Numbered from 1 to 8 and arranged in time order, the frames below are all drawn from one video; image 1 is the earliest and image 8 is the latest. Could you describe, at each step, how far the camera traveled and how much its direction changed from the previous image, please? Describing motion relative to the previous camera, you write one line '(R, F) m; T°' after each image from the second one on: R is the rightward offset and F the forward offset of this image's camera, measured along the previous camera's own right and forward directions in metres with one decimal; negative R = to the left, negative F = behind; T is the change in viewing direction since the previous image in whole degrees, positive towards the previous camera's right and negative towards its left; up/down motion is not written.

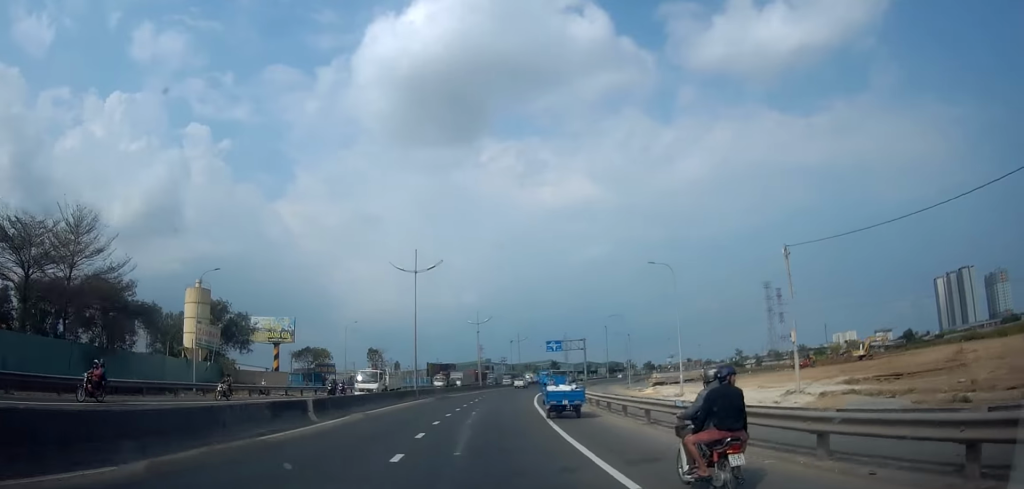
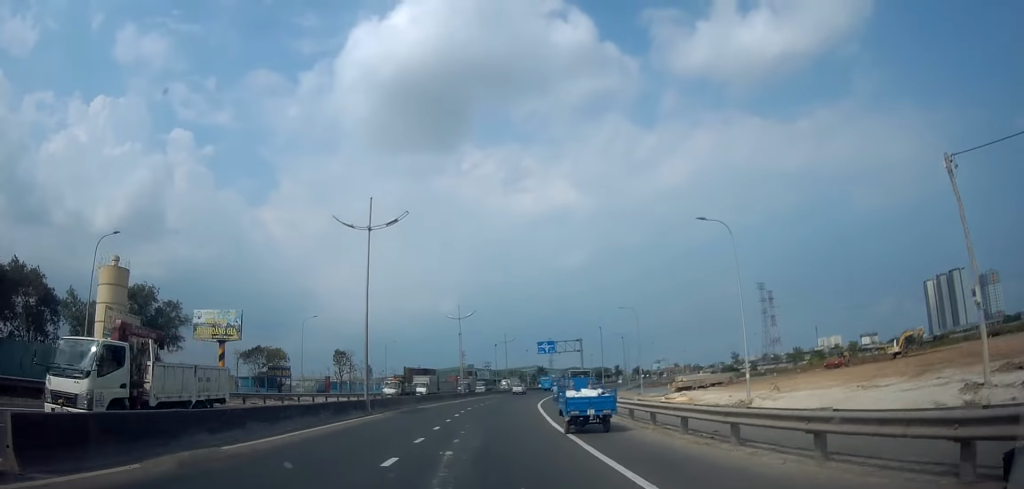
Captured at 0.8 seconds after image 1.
(+0.2, +12.2) m; +2°
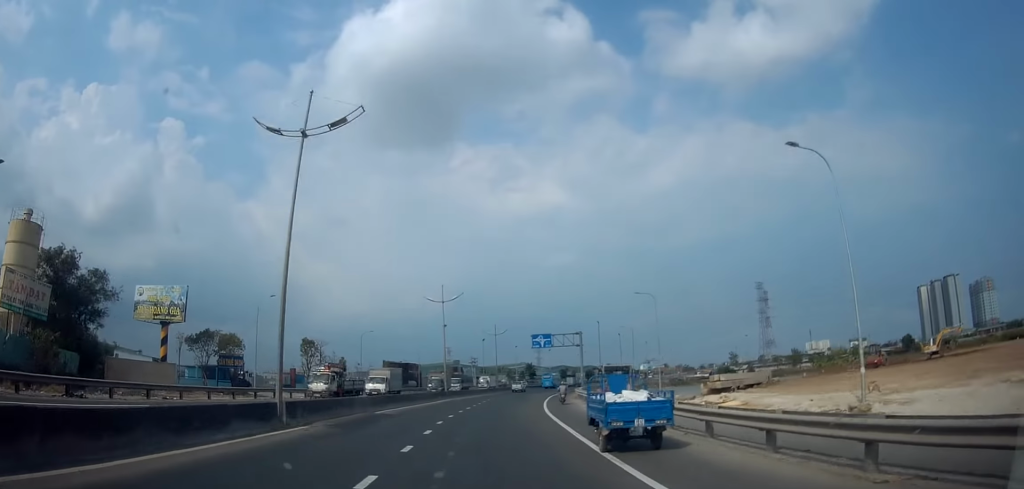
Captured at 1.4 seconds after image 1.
(+0.3, +10.0) m; +2°
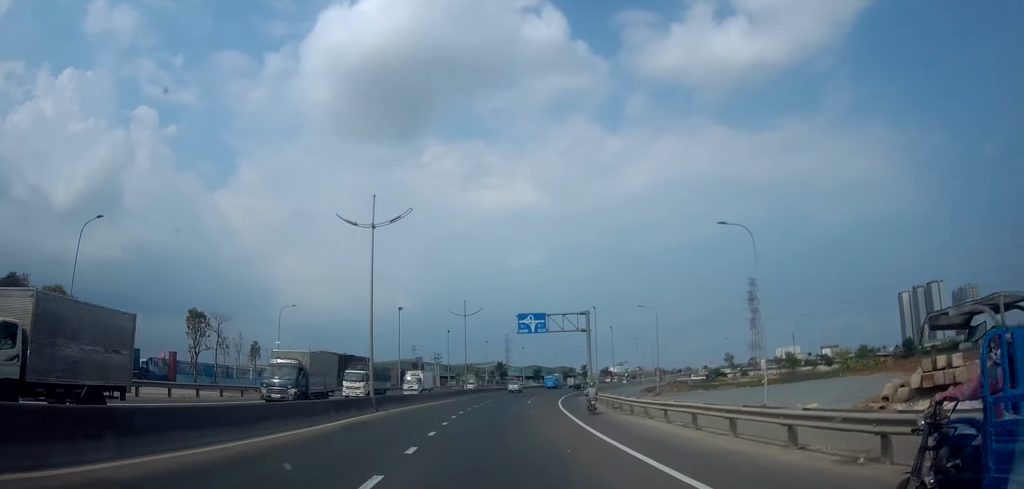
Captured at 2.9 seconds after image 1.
(+0.8, +24.0) m; +5°
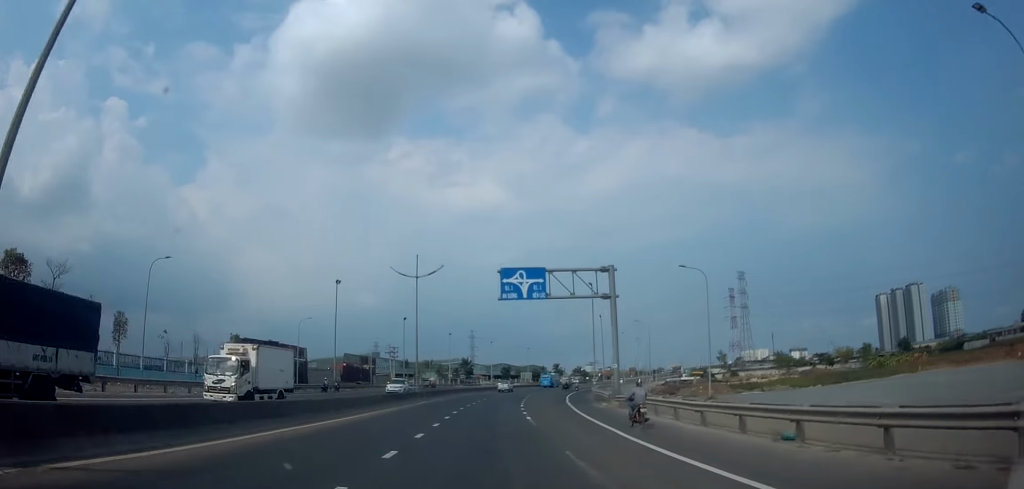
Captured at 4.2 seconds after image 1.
(+0.8, +21.0) m; +3°
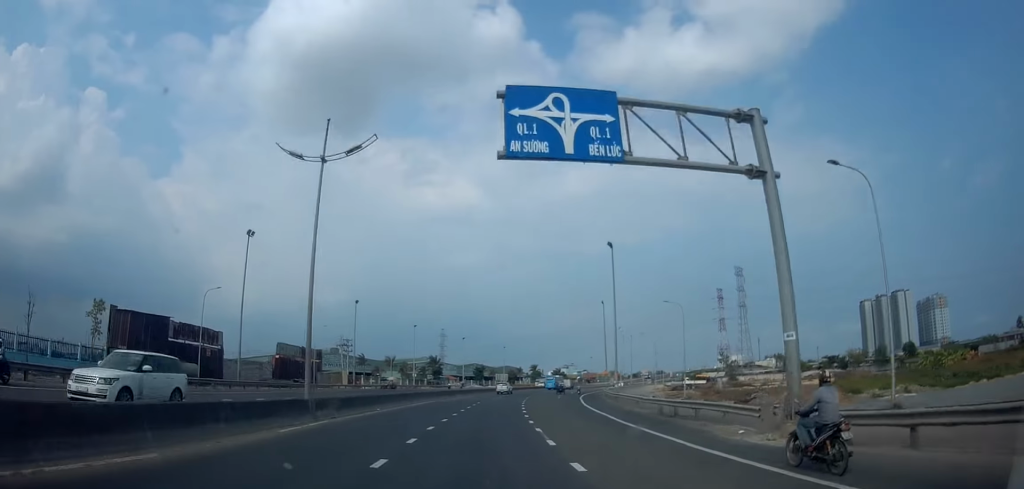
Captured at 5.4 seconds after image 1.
(+0.3, +20.6) m; +3°
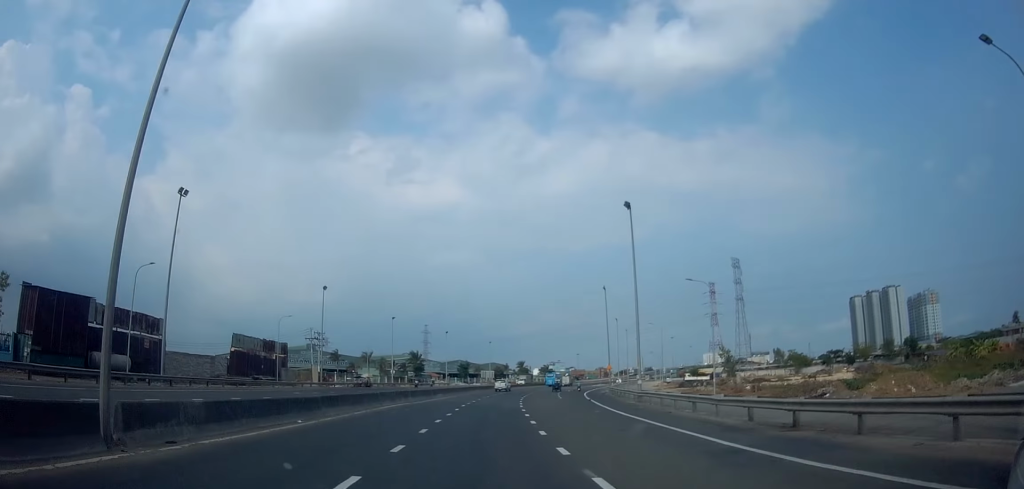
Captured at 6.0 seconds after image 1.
(+0.4, +10.2) m; +2°
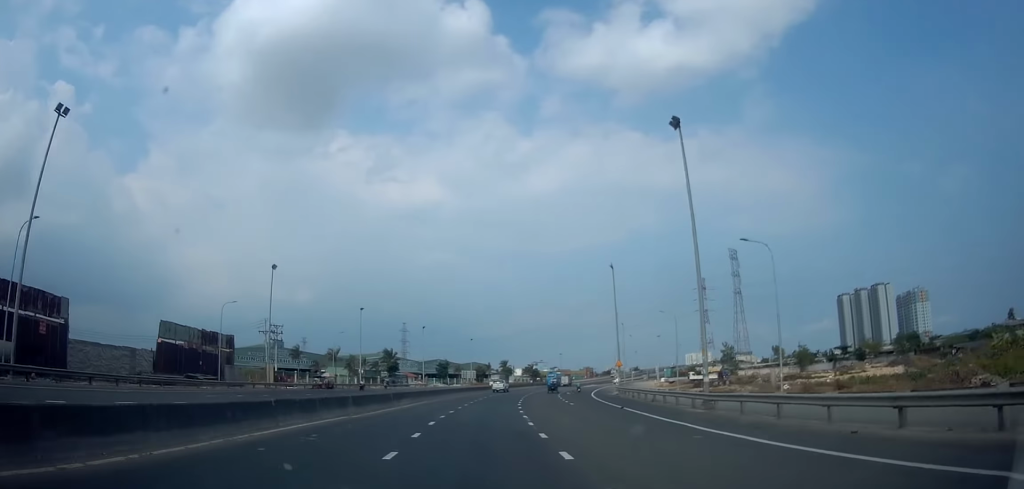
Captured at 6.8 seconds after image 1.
(+0.3, +13.2) m; +2°
